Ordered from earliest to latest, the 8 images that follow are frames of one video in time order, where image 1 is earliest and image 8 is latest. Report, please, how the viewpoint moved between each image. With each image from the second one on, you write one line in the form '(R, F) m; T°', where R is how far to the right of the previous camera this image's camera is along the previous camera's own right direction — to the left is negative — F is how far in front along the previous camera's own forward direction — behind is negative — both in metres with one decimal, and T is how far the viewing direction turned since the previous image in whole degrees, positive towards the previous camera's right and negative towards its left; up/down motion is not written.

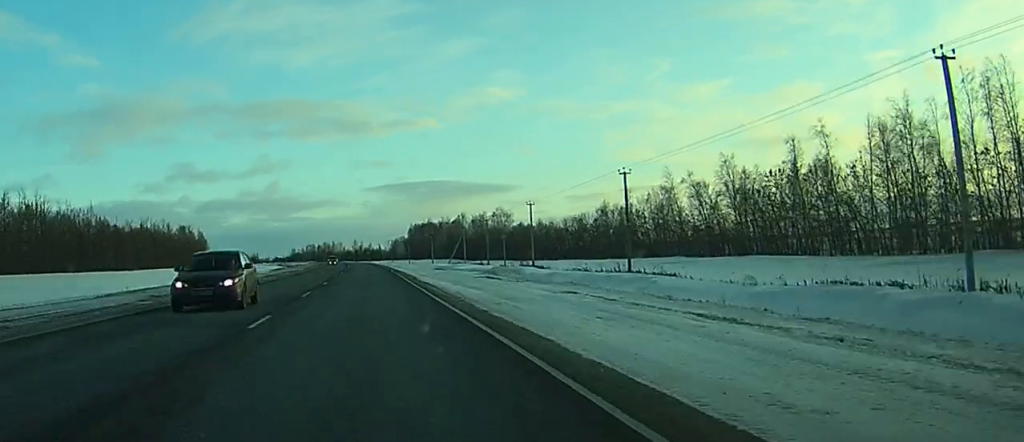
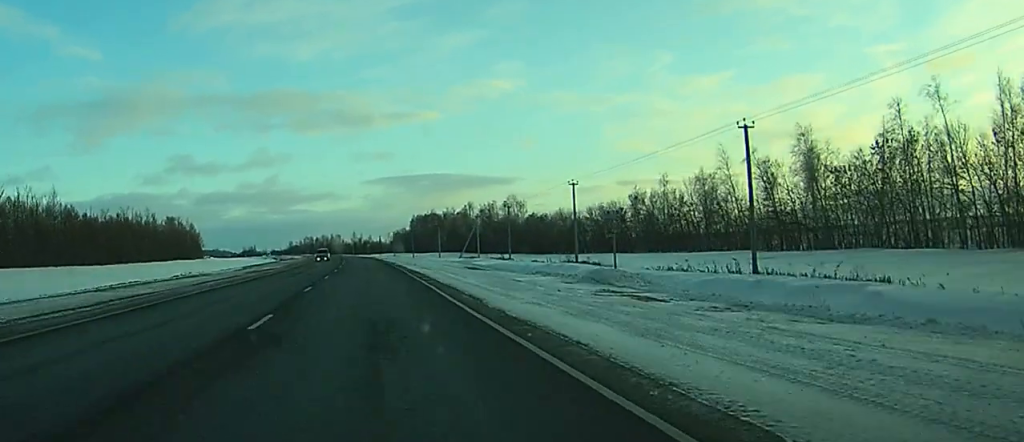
(-0.5, +24.6) m; -2°
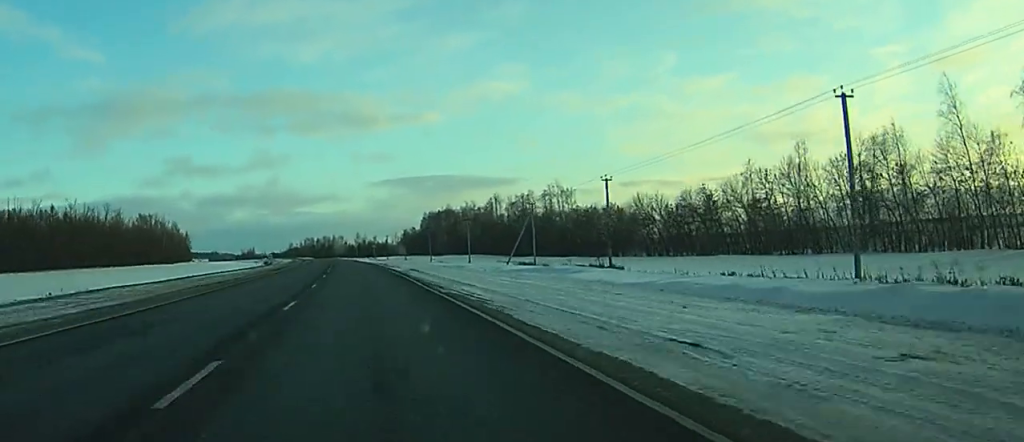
(-0.1, +50.6) m; +1°
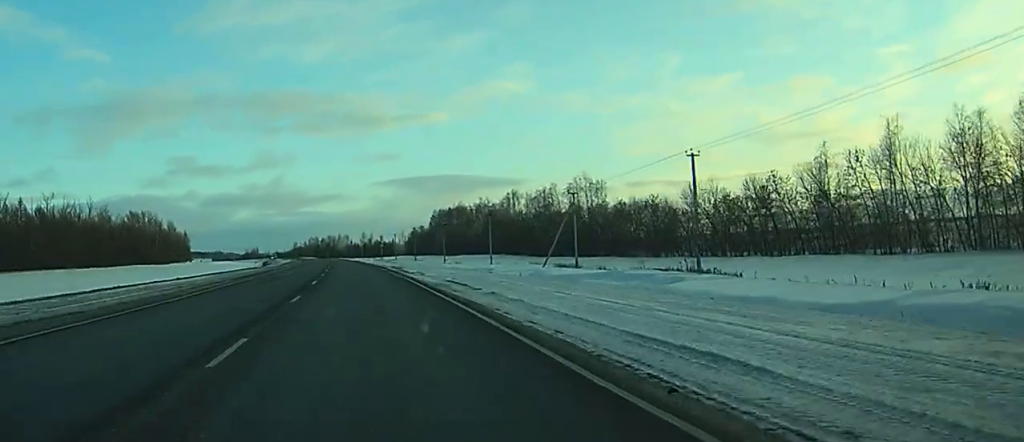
(0.0, +20.5) m; 0°
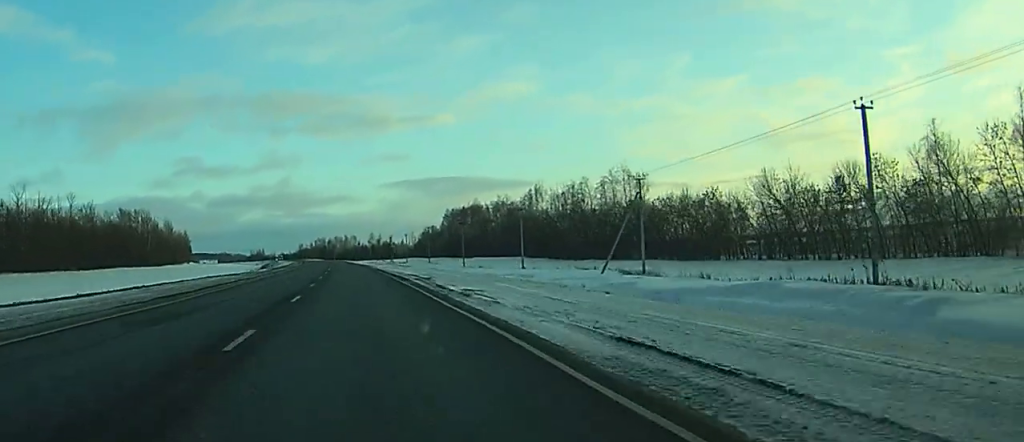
(-0.1, +21.9) m; 0°
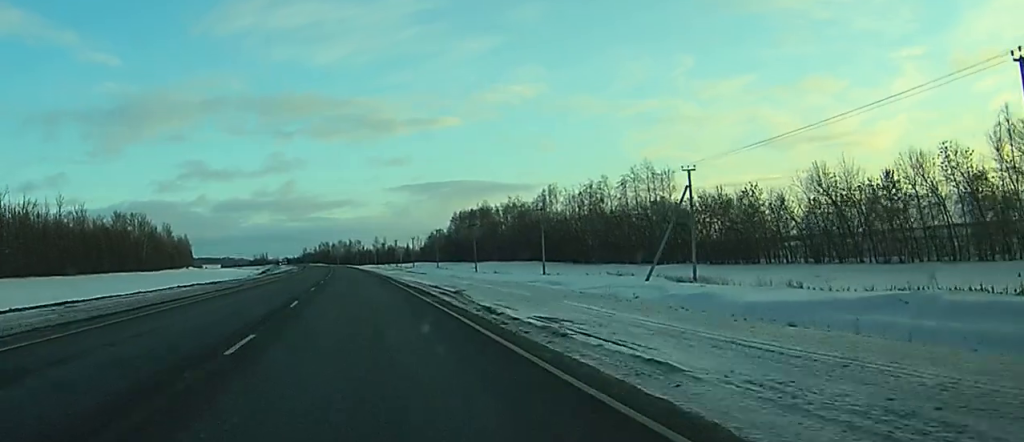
(0.0, +11.6) m; 0°
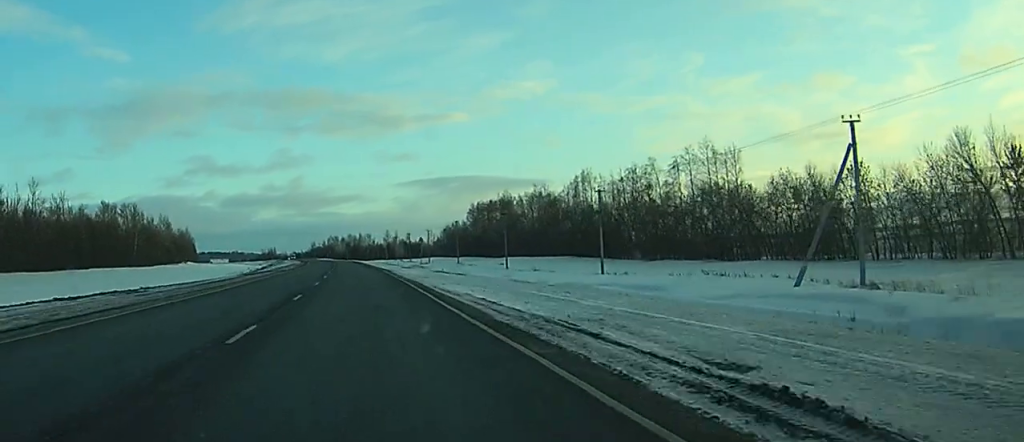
(-0.1, +23.5) m; -1°
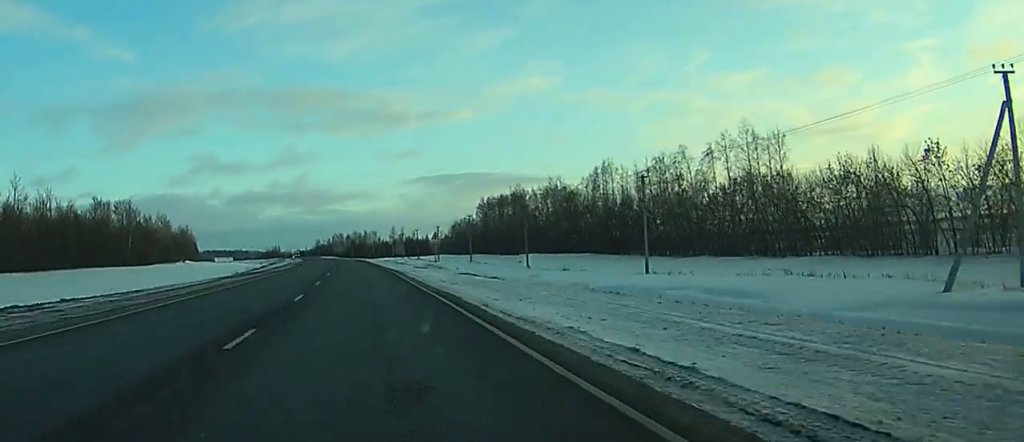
(0.0, +12.7) m; 0°
